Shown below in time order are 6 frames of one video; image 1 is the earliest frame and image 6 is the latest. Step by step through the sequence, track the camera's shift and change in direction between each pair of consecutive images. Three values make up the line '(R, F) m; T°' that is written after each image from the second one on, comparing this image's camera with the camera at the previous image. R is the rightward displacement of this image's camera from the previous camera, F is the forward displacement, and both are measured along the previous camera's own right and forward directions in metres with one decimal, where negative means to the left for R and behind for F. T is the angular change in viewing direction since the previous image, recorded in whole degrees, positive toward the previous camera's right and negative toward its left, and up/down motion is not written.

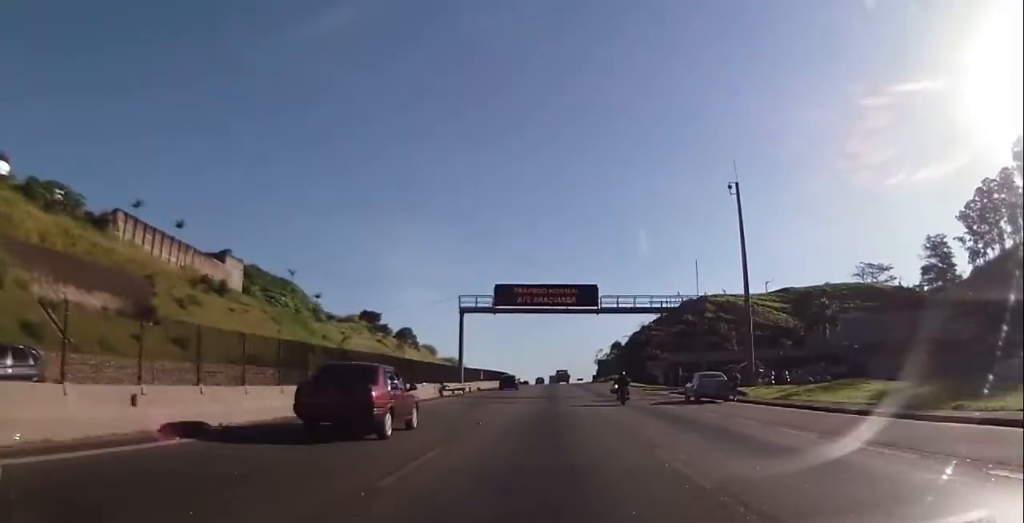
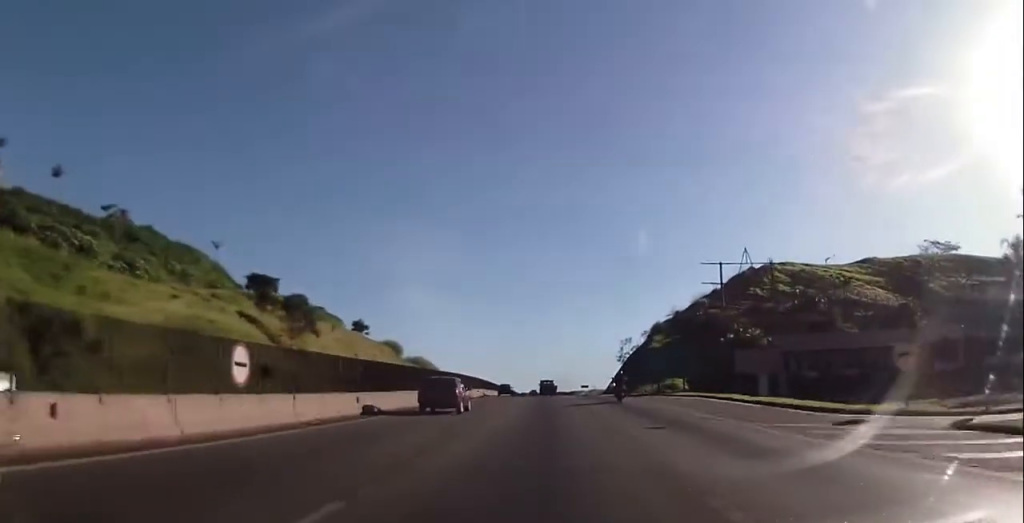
(+0.7, +53.5) m; +1°
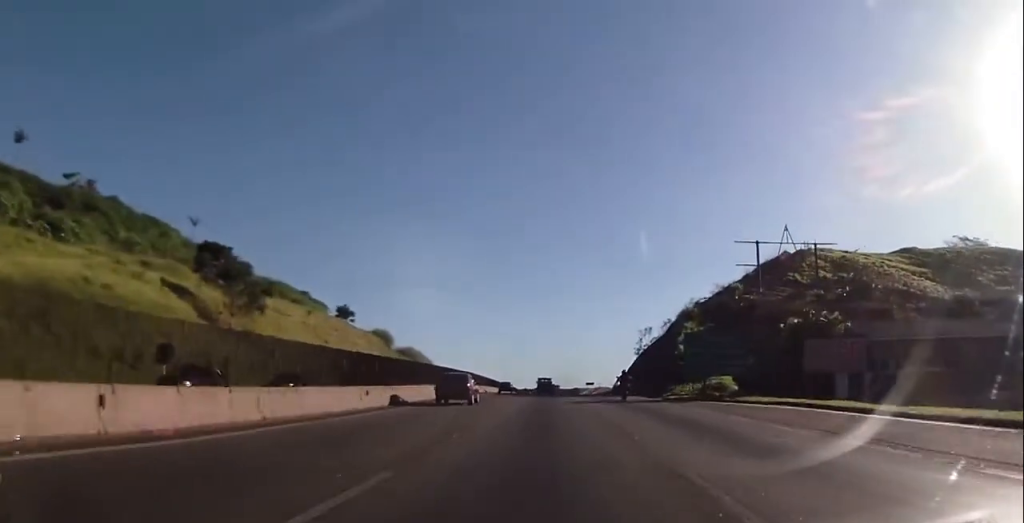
(+0.6, +15.1) m; 0°
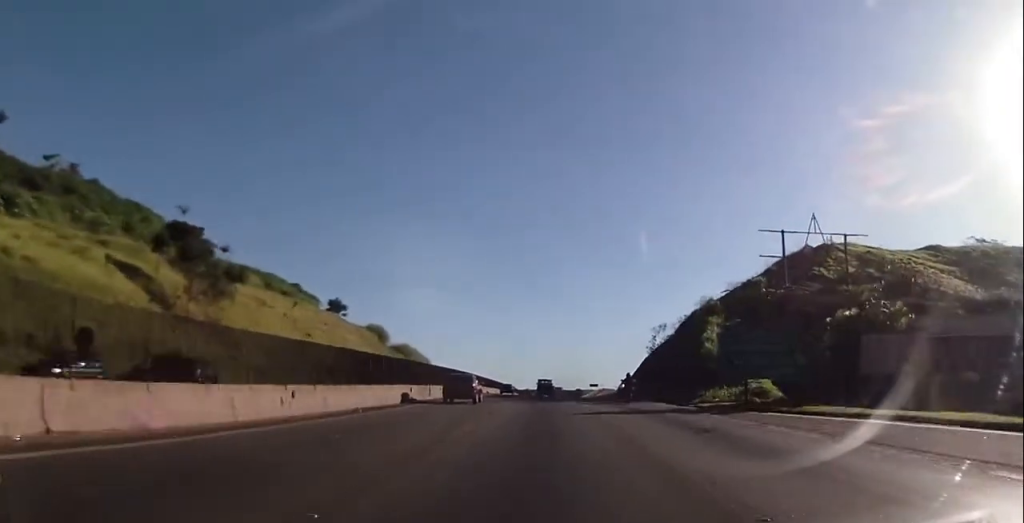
(-0.1, +7.8) m; -1°
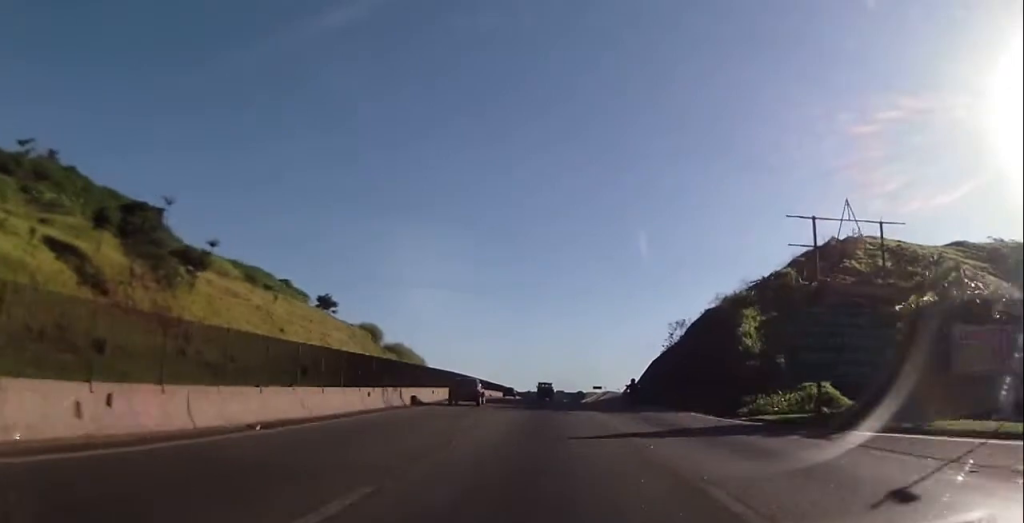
(-0.2, +8.3) m; -2°
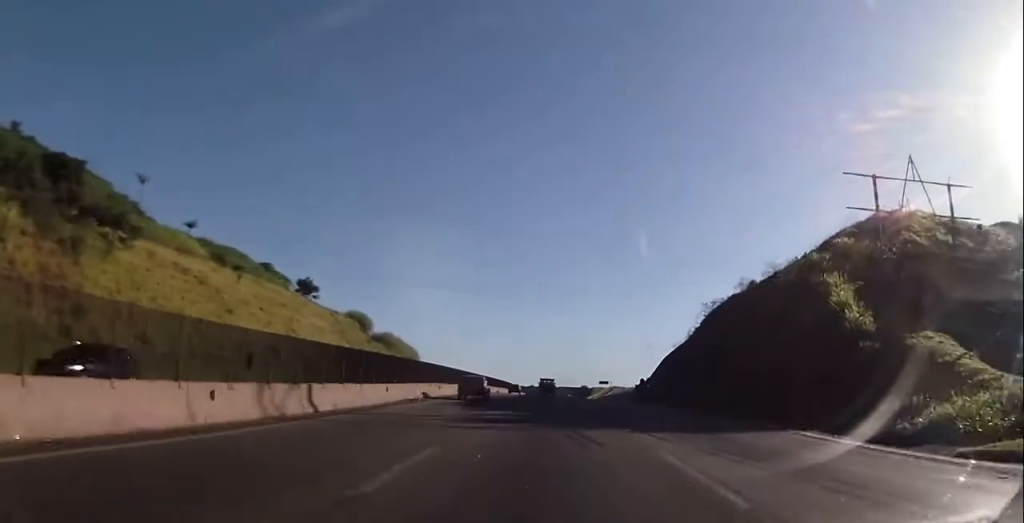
(-0.3, +12.6) m; 0°
